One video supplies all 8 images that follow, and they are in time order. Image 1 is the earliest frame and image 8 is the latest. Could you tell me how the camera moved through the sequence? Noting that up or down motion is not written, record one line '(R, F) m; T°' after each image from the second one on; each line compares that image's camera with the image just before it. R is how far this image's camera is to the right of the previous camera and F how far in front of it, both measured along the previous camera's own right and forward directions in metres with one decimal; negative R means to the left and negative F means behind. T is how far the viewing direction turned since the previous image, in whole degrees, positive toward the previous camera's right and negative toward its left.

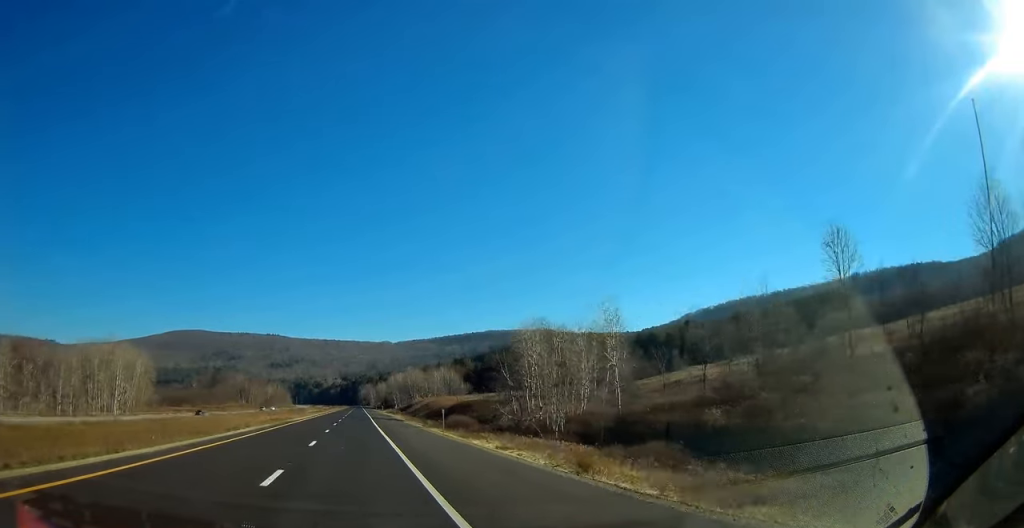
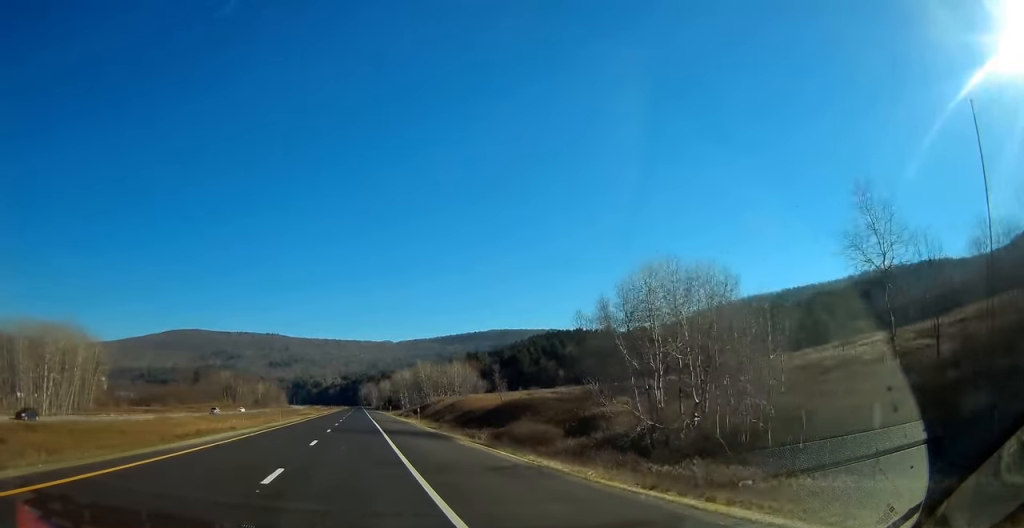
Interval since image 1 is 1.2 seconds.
(0.0, +36.2) m; 0°
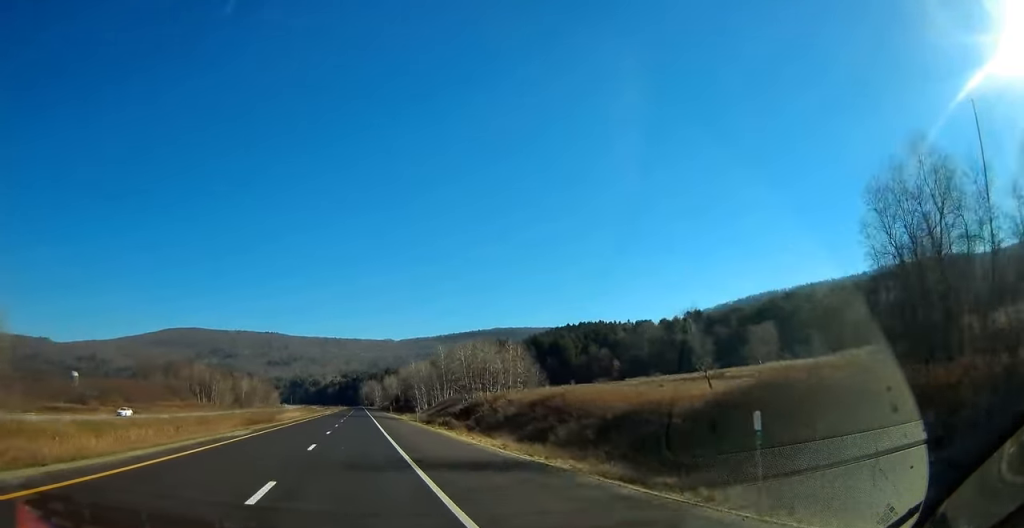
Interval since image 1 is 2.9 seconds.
(-0.6, +51.3) m; -1°
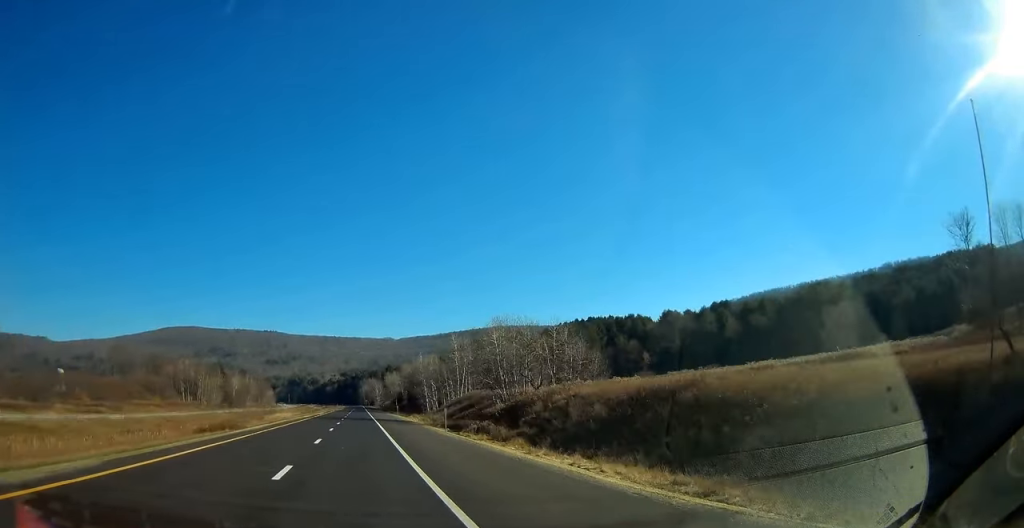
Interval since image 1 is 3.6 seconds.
(+0.2, +21.1) m; 0°
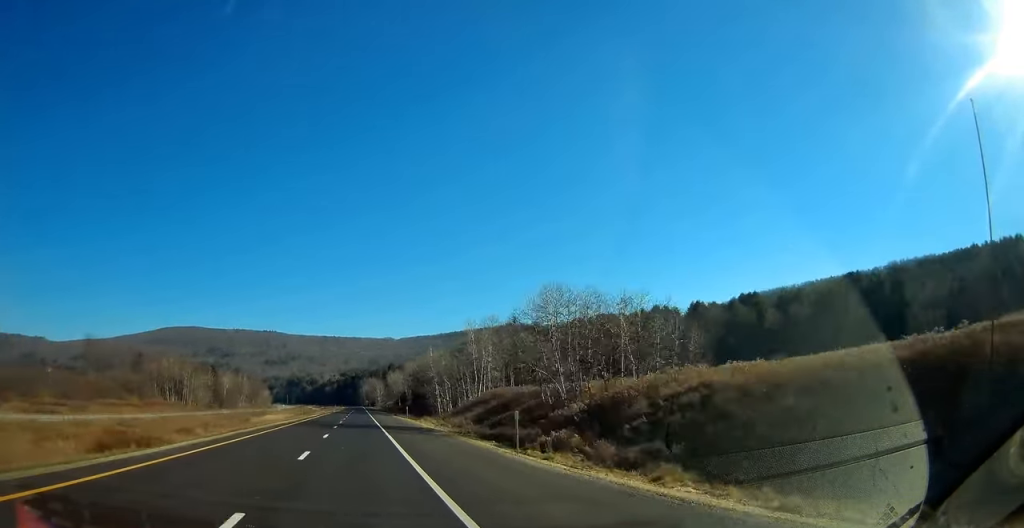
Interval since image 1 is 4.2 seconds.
(+0.2, +19.1) m; 0°
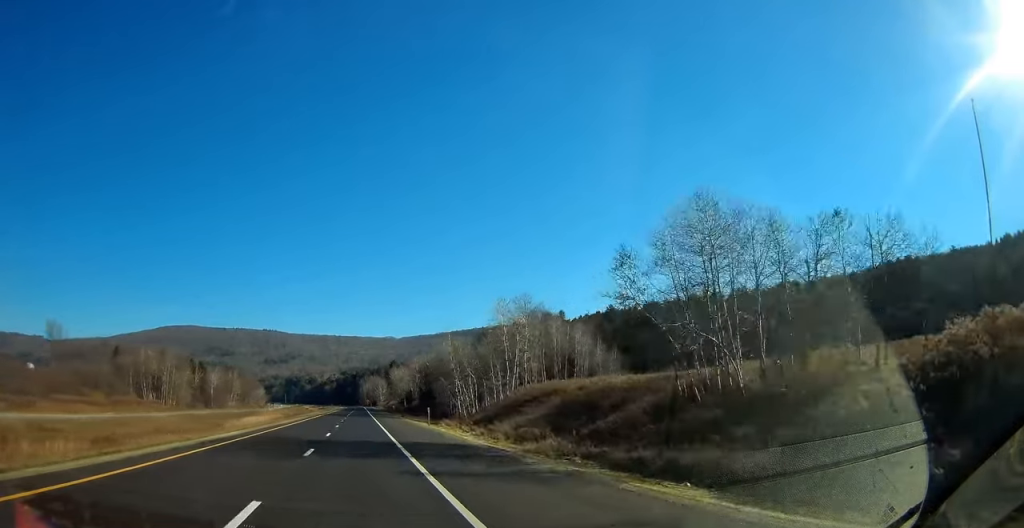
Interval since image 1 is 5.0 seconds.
(-0.4, +23.2) m; 0°
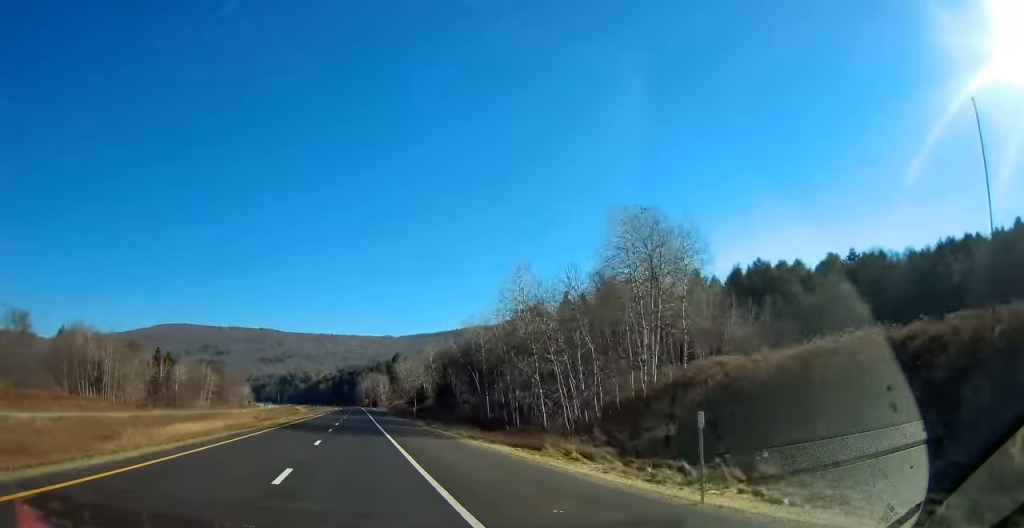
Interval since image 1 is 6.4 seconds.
(+0.2, +43.6) m; 0°
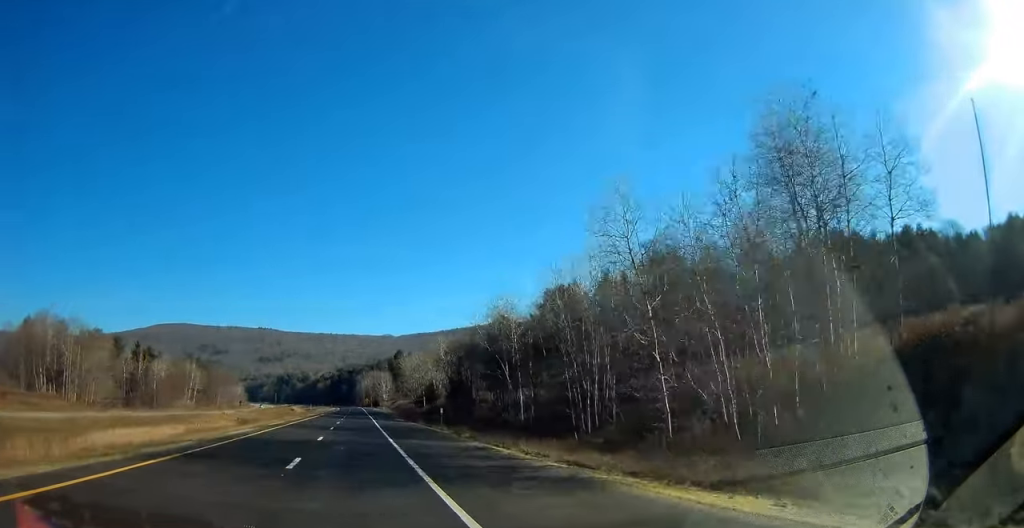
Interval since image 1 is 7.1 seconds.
(-0.2, +21.3) m; 0°
